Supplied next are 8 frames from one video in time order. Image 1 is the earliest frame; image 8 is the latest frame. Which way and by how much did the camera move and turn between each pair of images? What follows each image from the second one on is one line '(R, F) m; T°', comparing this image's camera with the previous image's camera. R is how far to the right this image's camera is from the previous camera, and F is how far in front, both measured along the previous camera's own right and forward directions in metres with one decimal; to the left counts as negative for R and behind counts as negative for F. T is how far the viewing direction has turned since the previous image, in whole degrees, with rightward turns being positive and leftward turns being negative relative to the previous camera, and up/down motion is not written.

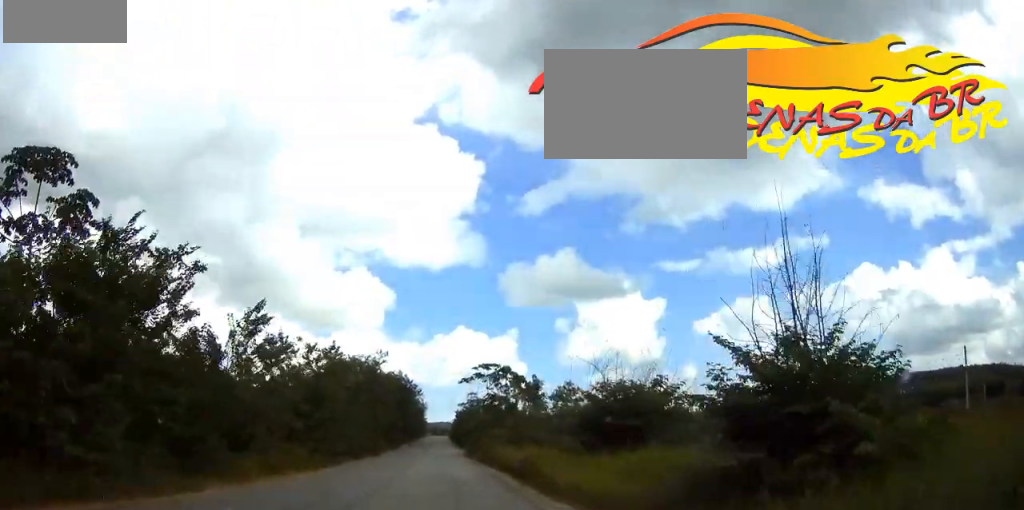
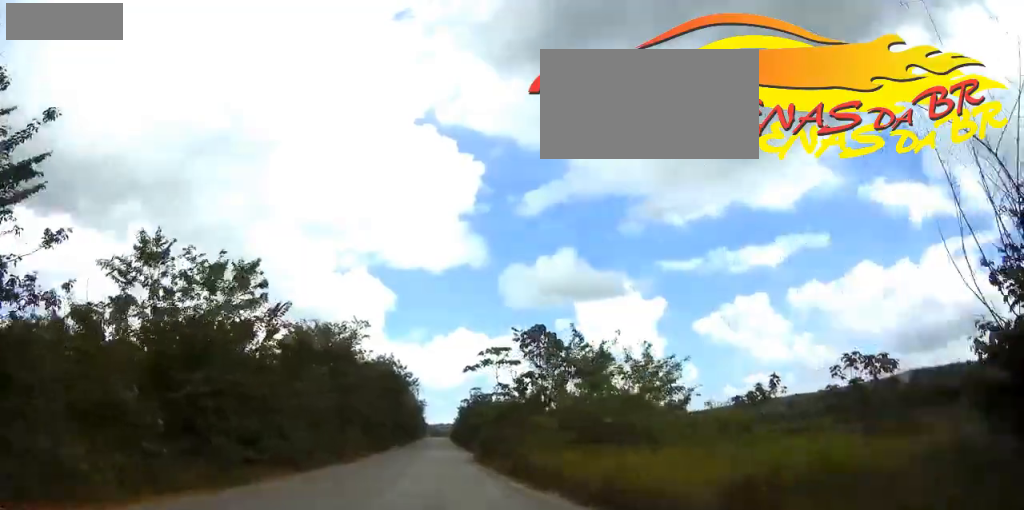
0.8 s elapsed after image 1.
(+0.1, +18.5) m; 0°
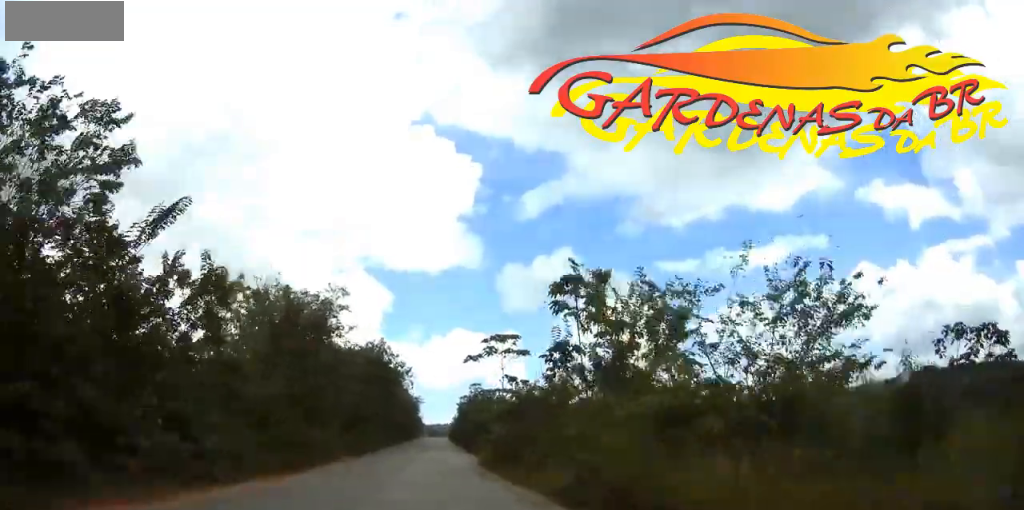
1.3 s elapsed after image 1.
(+0.1, +9.7) m; 0°
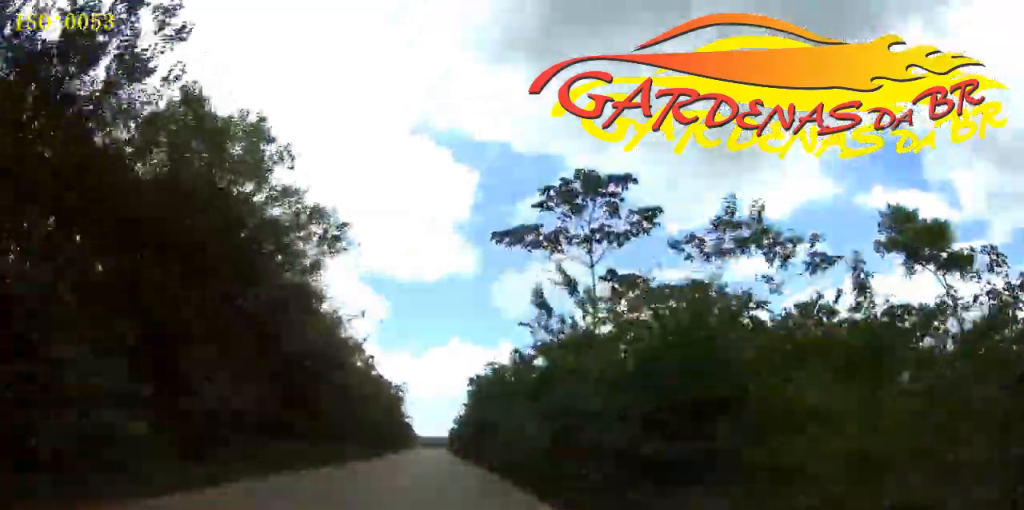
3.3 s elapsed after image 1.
(-0.2, +46.2) m; 0°
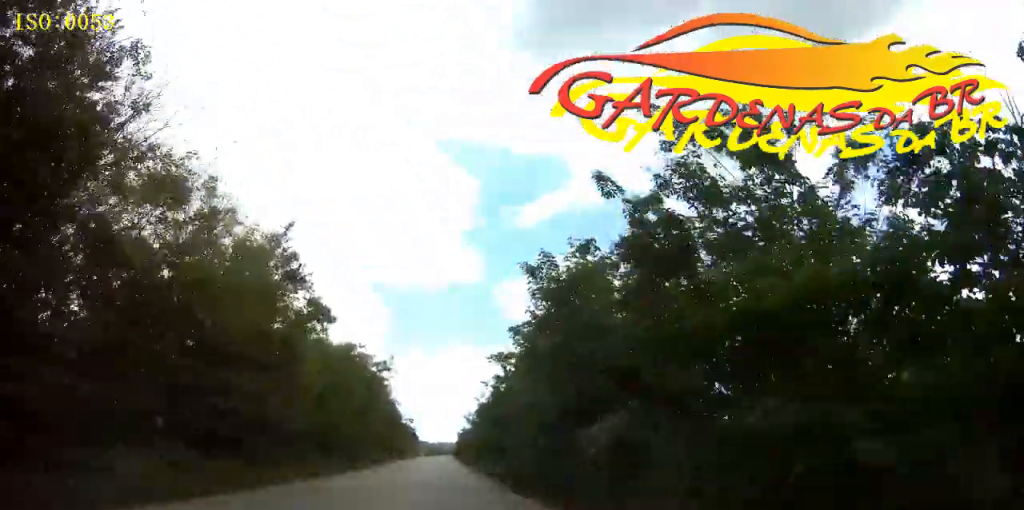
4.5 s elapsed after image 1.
(0.0, +28.0) m; 0°
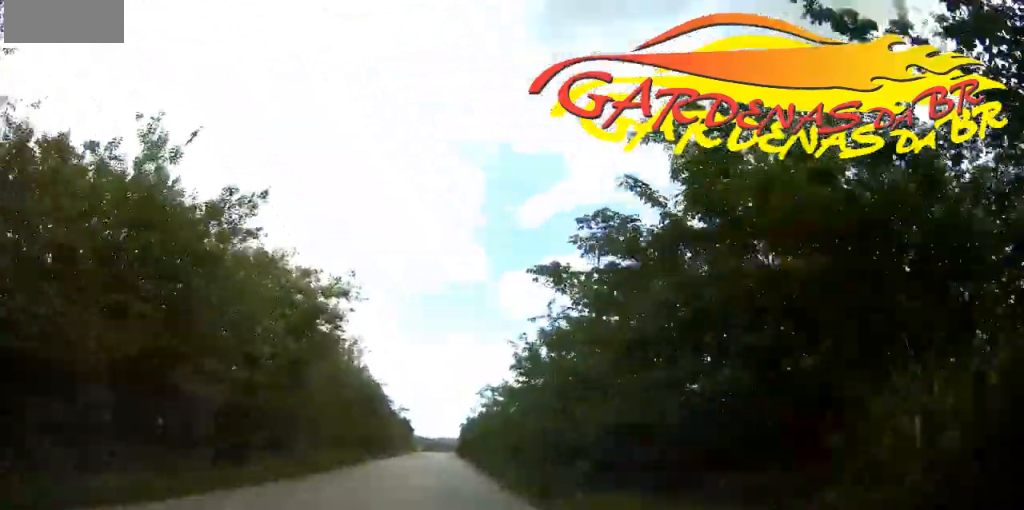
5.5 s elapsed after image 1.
(-0.2, +23.7) m; 0°
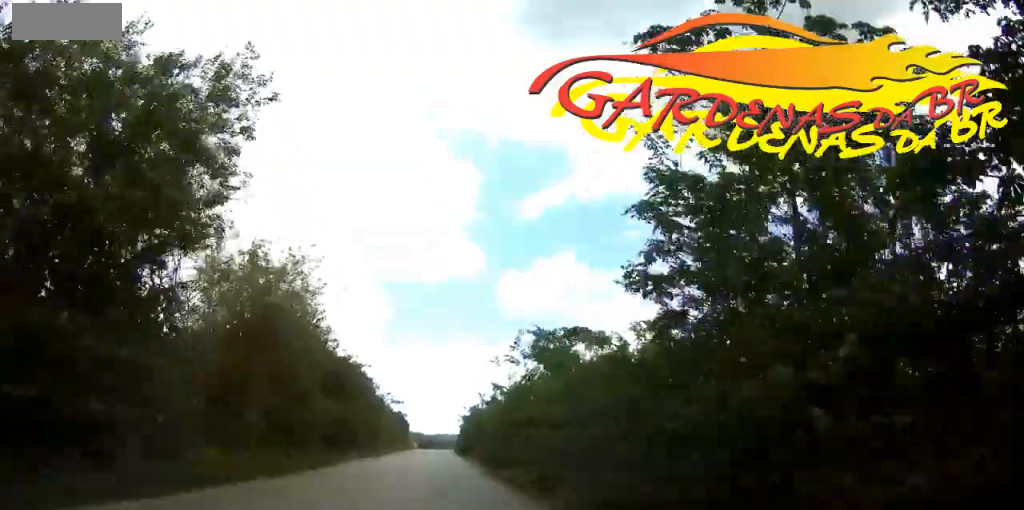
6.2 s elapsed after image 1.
(0.0, +16.7) m; 0°
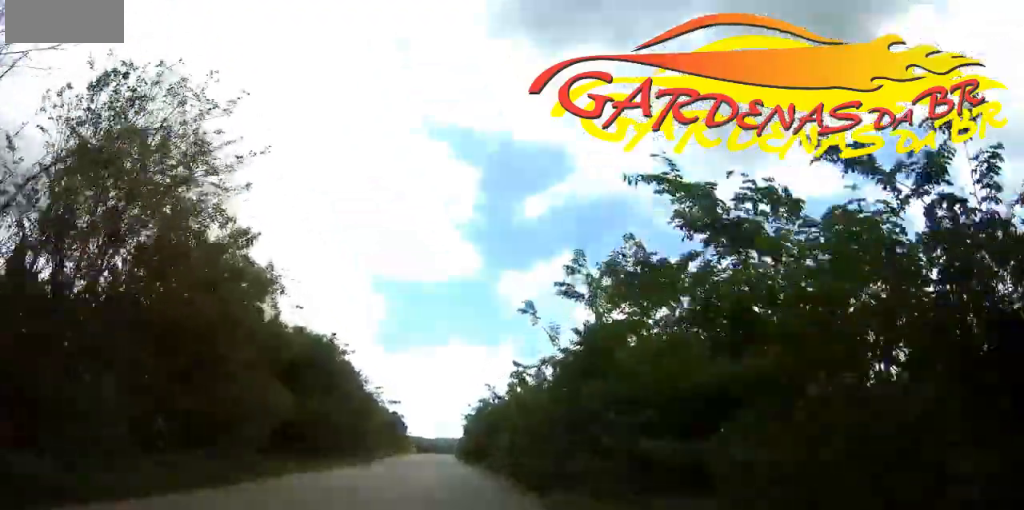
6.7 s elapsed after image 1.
(0.0, +12.0) m; 0°
